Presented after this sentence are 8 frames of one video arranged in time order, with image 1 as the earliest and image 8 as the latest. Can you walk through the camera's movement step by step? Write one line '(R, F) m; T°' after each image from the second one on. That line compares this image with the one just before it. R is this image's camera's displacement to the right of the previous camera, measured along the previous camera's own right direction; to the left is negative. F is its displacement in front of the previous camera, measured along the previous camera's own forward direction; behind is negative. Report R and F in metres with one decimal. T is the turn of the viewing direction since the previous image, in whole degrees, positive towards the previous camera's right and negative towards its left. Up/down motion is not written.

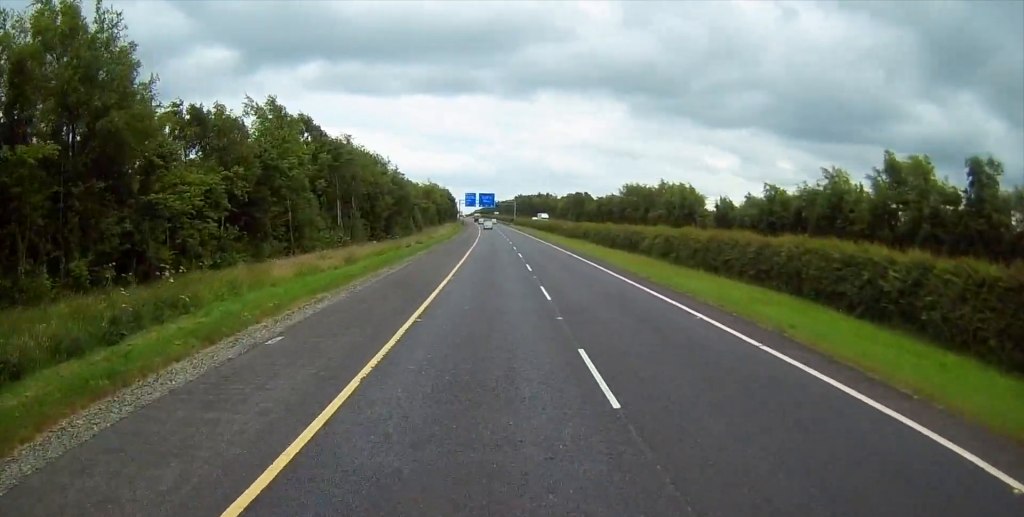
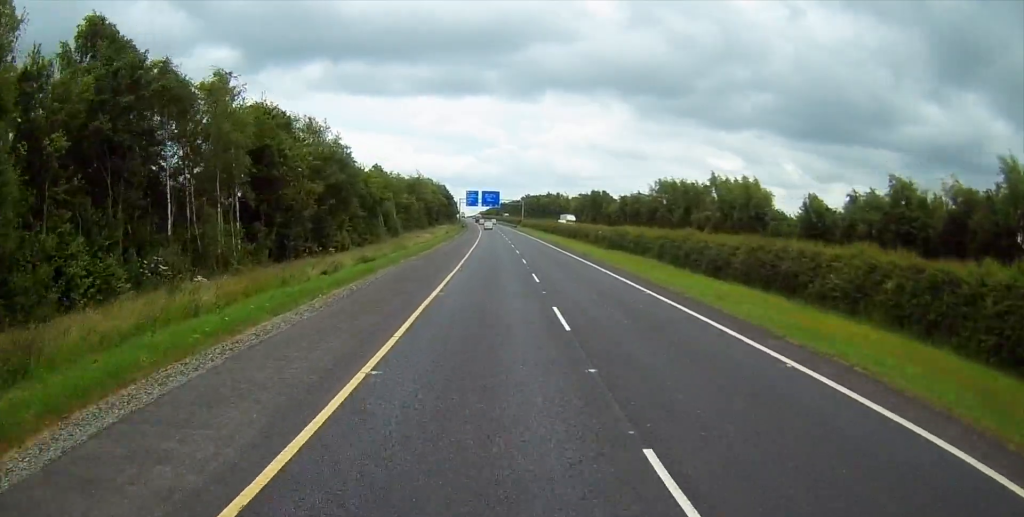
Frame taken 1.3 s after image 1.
(+0.3, +29.4) m; -1°
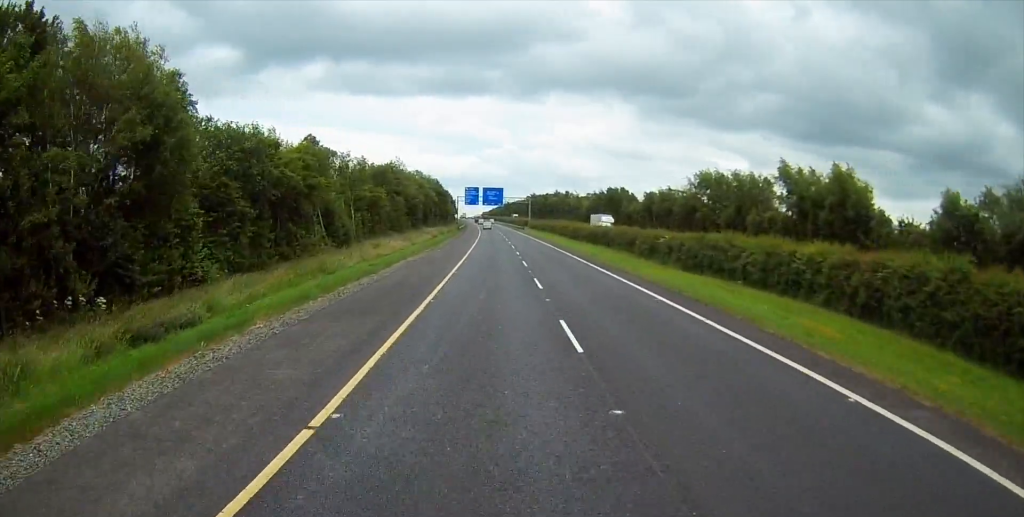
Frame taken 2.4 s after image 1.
(-0.4, +26.2) m; -1°
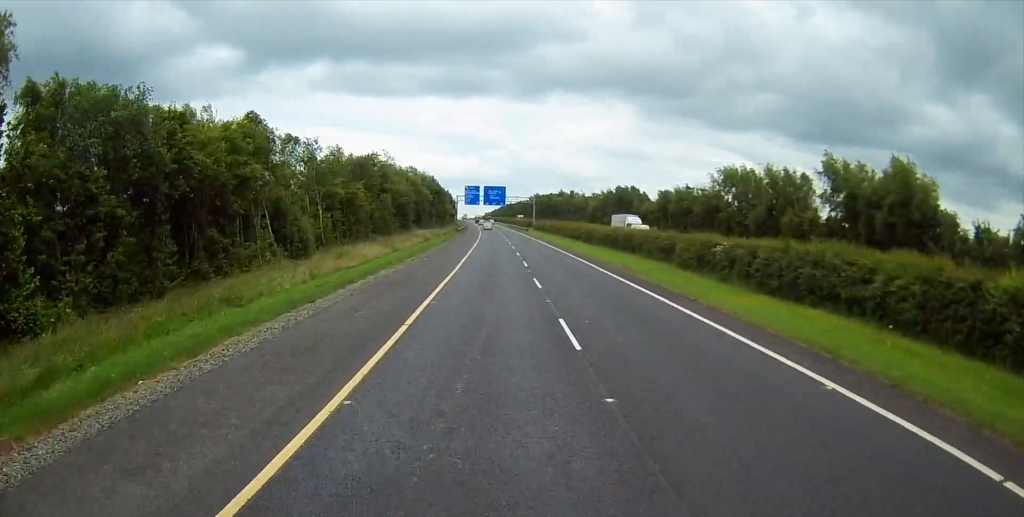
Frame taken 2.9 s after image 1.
(0.0, +11.5) m; 0°
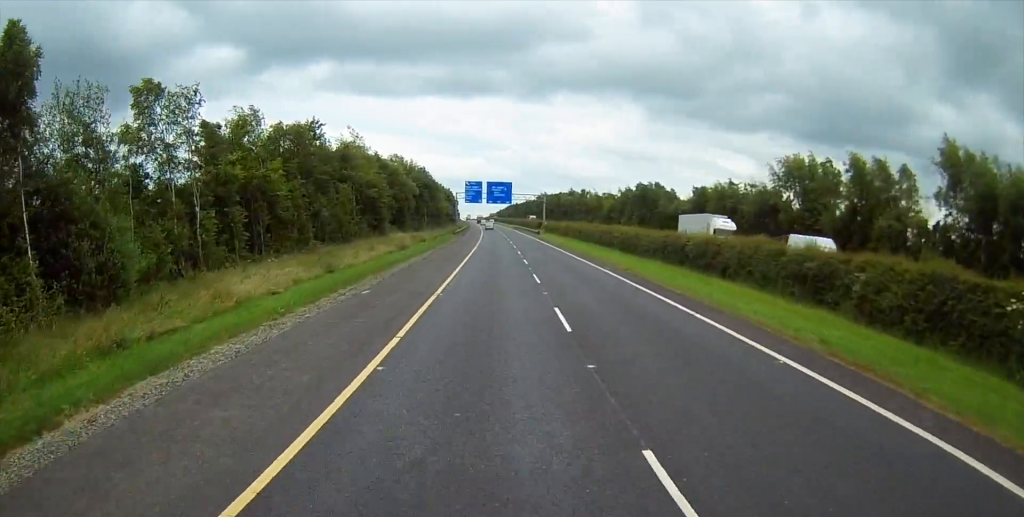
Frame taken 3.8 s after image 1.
(0.0, +21.6) m; -1°
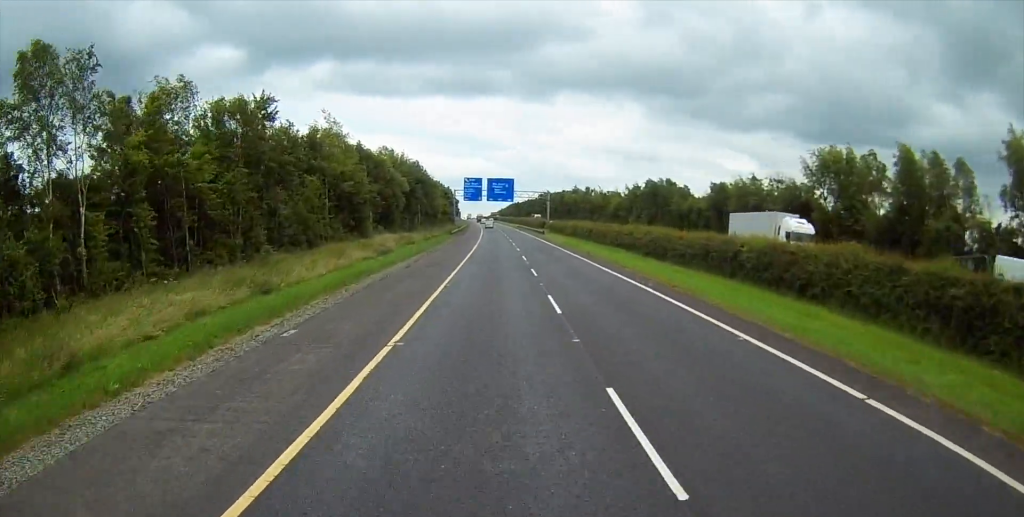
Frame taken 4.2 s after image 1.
(-0.1, +9.2) m; 0°
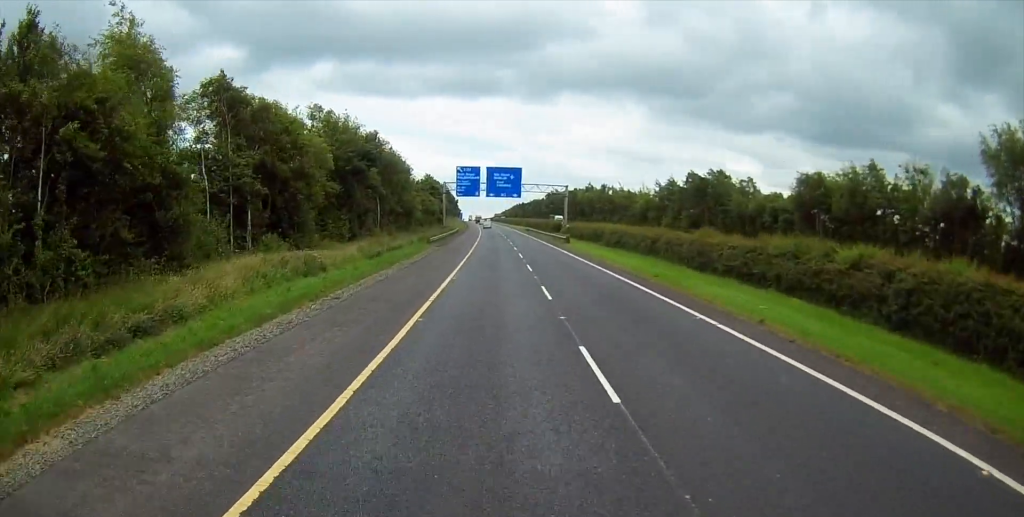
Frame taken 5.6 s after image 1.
(0.0, +32.4) m; 0°
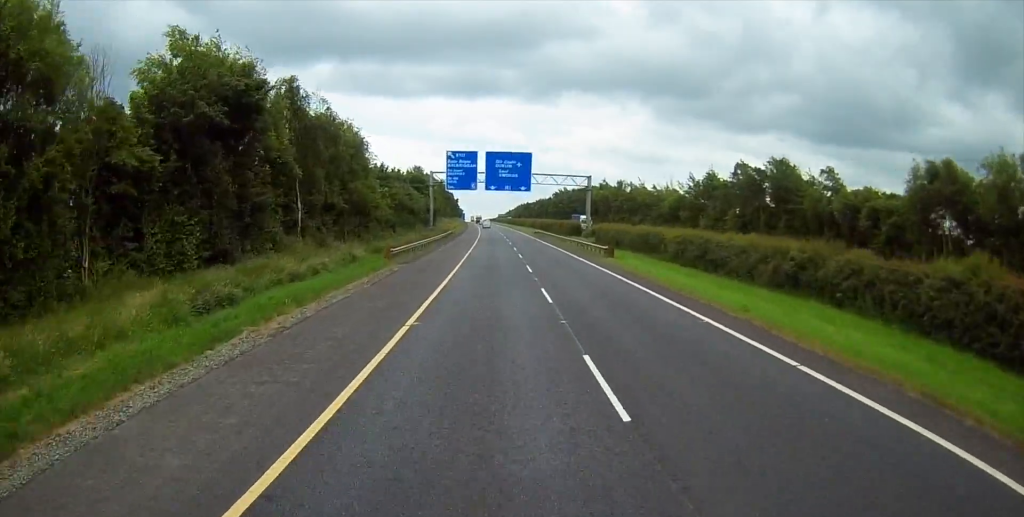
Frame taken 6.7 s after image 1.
(-0.1, +24.6) m; -1°
